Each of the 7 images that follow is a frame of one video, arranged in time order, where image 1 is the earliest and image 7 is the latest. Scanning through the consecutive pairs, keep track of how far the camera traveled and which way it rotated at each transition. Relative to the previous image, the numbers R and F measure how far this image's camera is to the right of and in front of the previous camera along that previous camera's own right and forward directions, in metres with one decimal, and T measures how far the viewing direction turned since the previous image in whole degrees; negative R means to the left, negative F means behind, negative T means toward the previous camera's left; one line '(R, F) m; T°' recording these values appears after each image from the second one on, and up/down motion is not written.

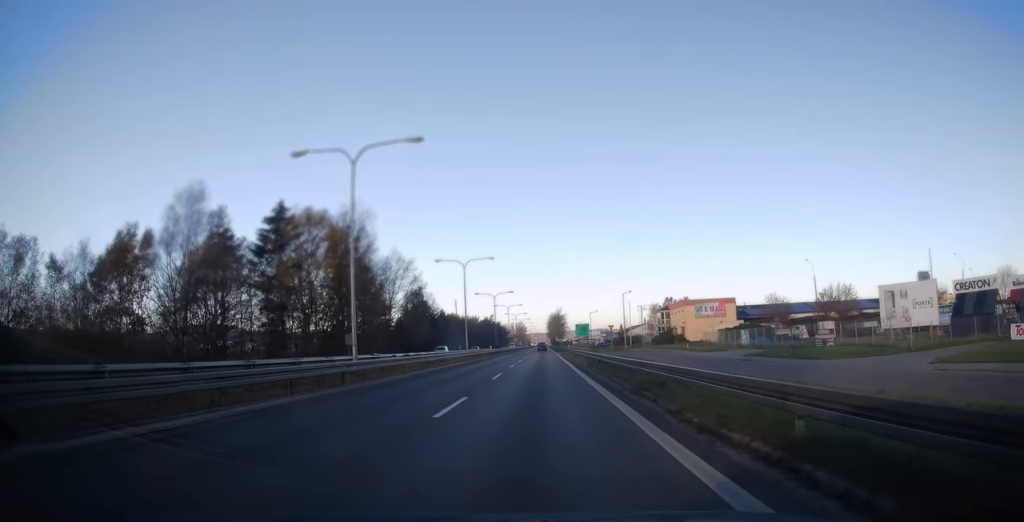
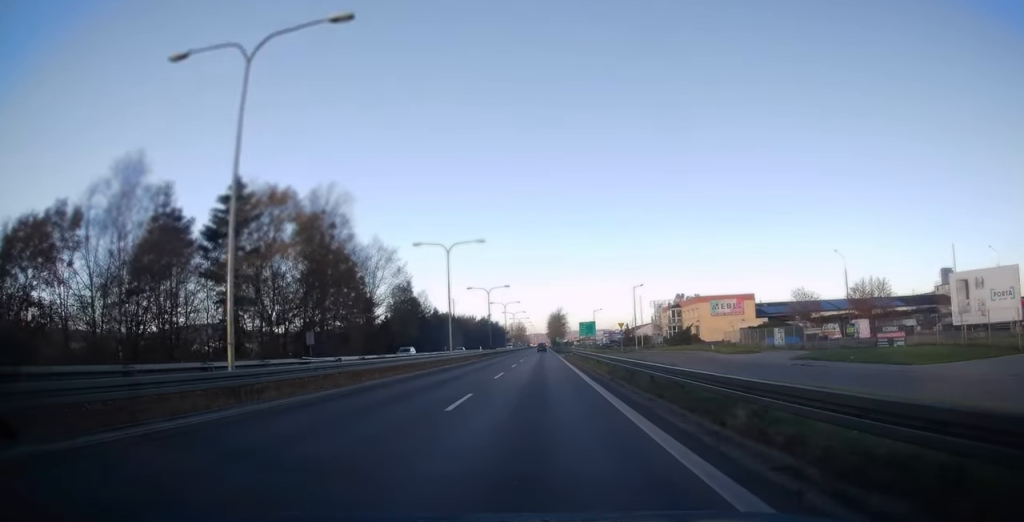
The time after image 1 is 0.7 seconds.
(+0.3, +10.9) m; 0°
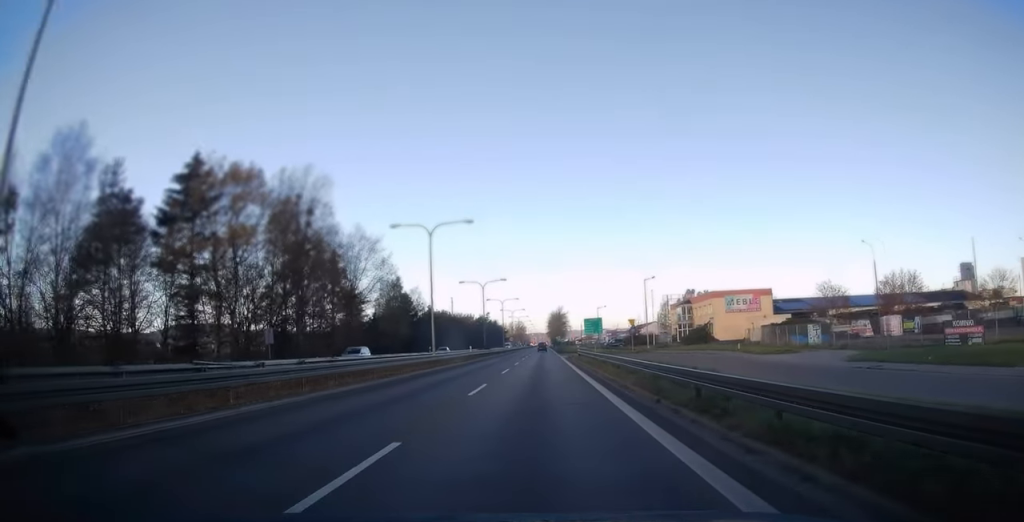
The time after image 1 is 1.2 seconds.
(0.0, +8.5) m; 0°
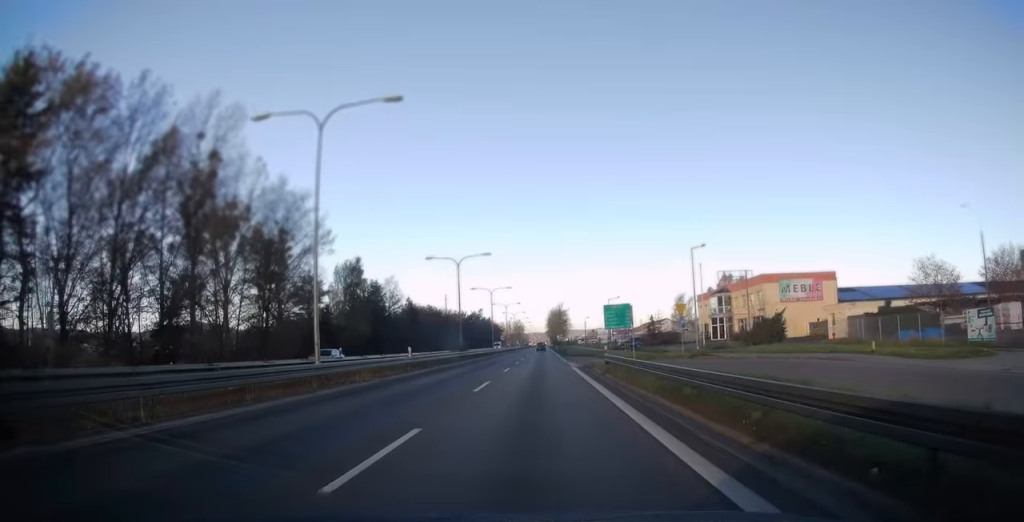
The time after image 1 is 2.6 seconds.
(-0.4, +23.3) m; 0°
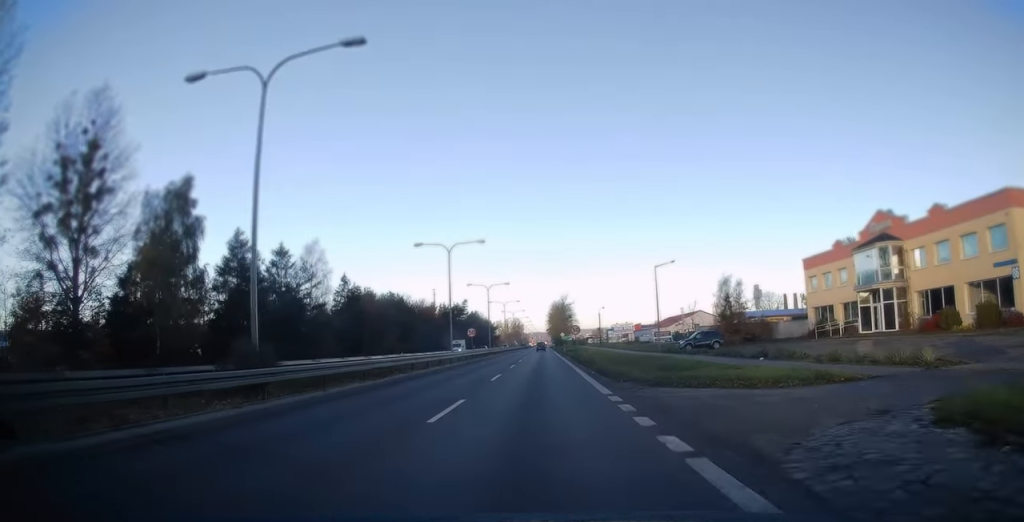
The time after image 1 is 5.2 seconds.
(0.0, +43.6) m; -1°
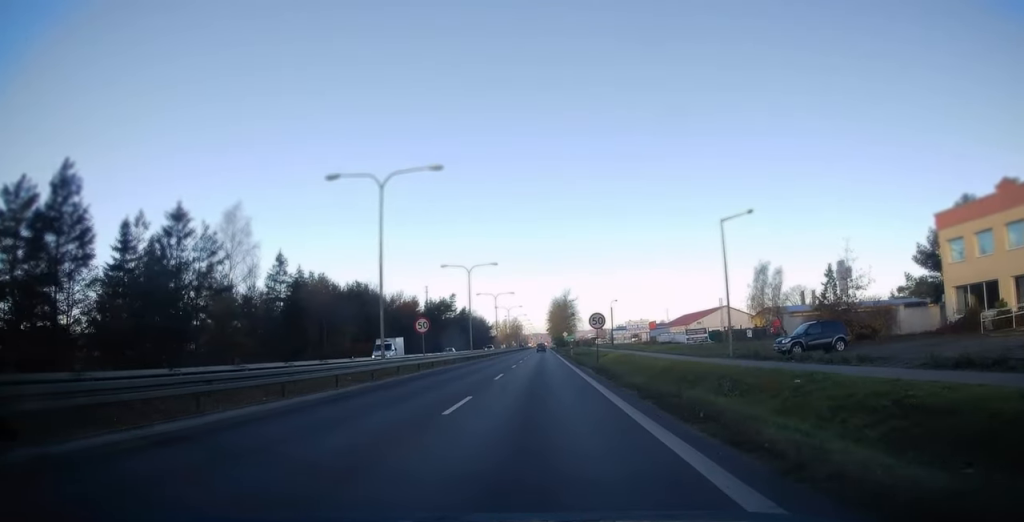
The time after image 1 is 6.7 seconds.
(+0.4, +23.0) m; +1°
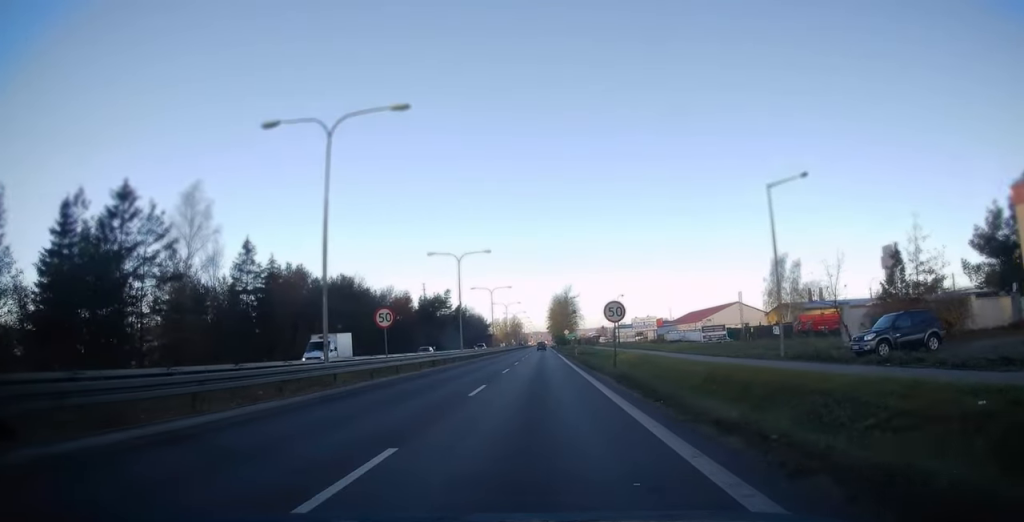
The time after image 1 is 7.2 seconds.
(0.0, +8.2) m; 0°
